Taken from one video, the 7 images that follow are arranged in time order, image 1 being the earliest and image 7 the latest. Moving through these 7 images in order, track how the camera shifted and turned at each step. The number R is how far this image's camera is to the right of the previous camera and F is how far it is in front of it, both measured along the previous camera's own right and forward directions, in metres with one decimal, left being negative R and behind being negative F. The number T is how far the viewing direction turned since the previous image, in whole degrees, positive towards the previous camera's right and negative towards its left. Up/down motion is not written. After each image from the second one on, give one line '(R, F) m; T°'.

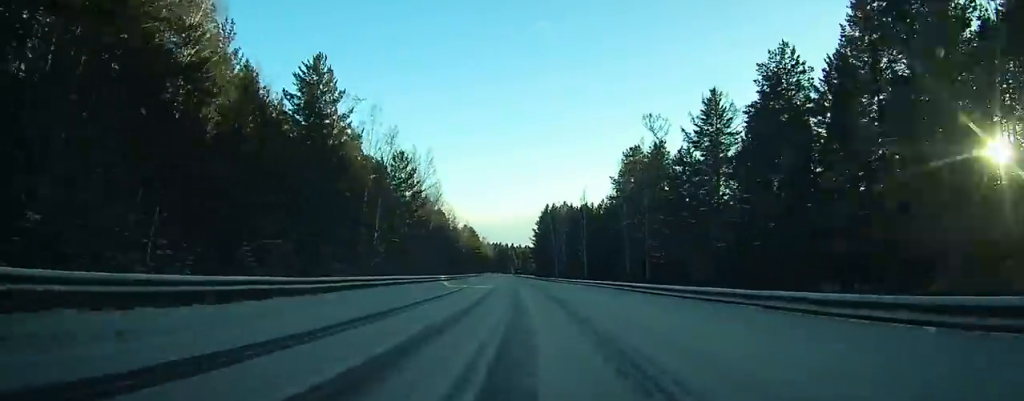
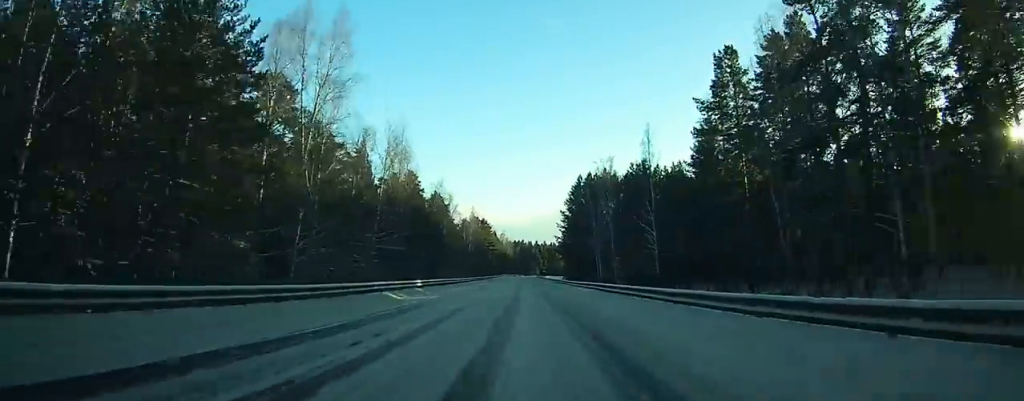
(-1.9, +53.6) m; -3°
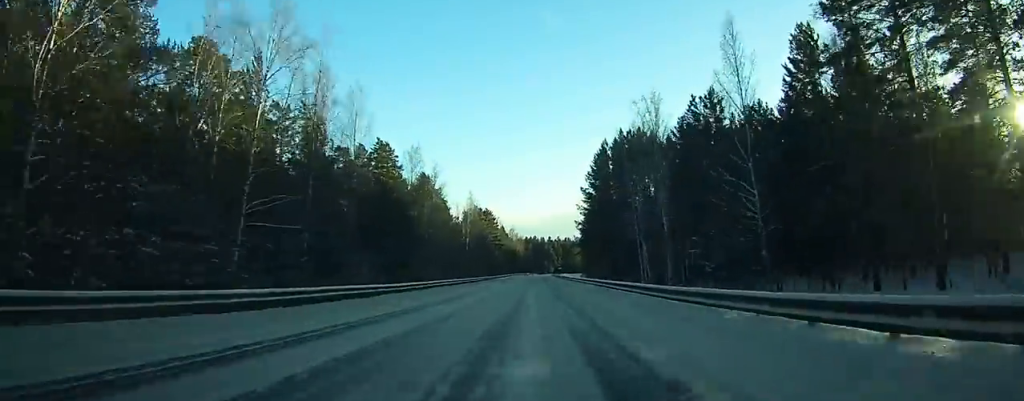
(-0.5, +31.8) m; -1°
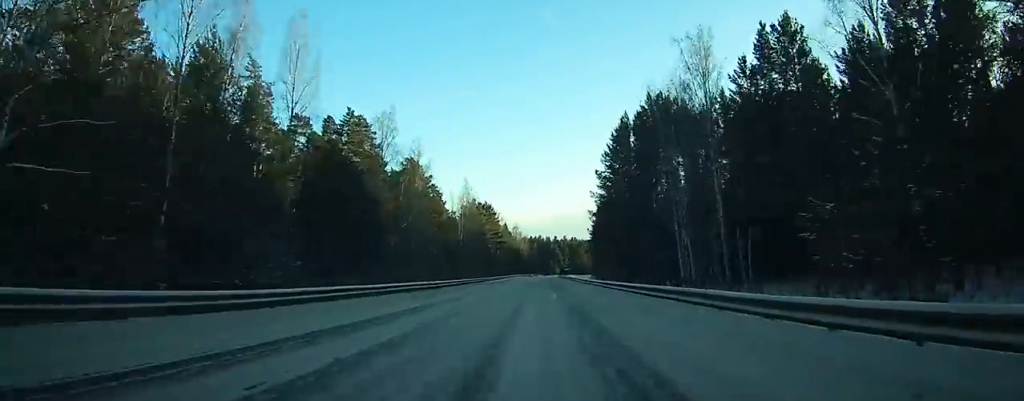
(-0.1, +17.9) m; 0°
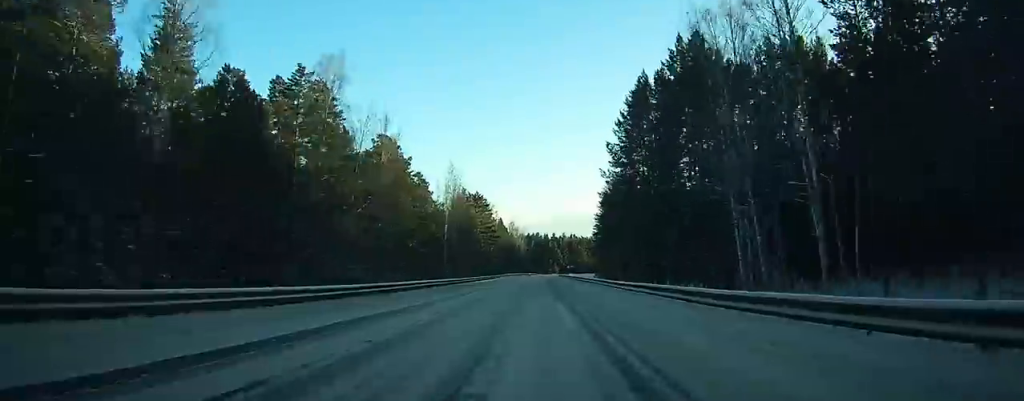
(-0.1, +16.5) m; 0°
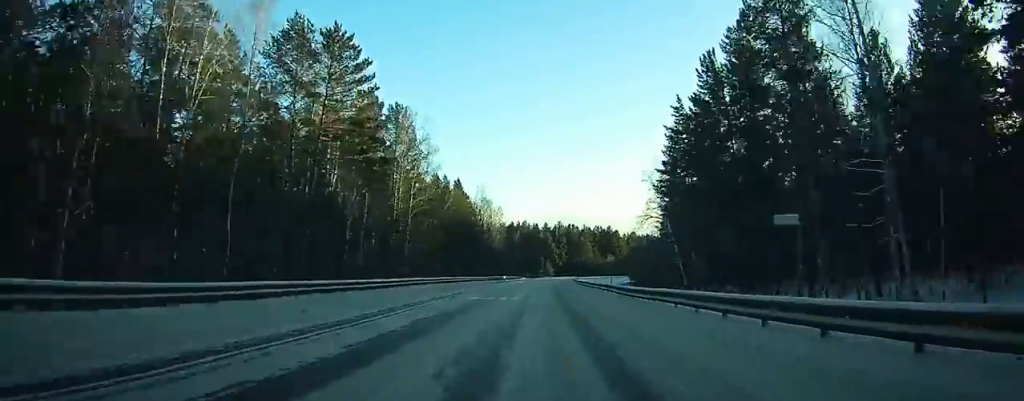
(+0.5, +98.8) m; +1°
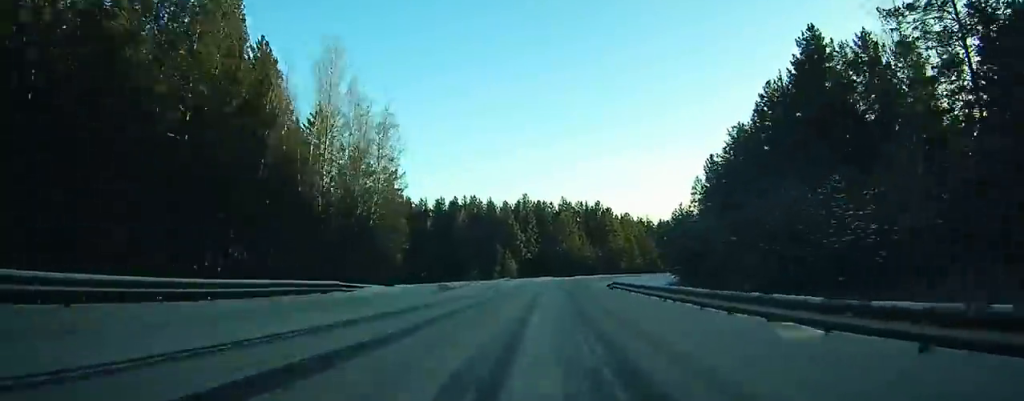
(+1.7, +88.8) m; +3°
